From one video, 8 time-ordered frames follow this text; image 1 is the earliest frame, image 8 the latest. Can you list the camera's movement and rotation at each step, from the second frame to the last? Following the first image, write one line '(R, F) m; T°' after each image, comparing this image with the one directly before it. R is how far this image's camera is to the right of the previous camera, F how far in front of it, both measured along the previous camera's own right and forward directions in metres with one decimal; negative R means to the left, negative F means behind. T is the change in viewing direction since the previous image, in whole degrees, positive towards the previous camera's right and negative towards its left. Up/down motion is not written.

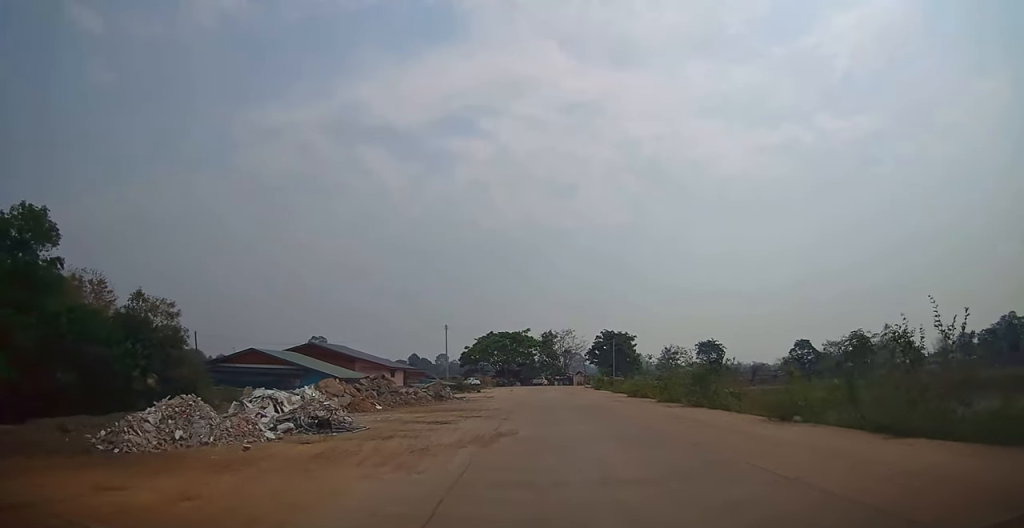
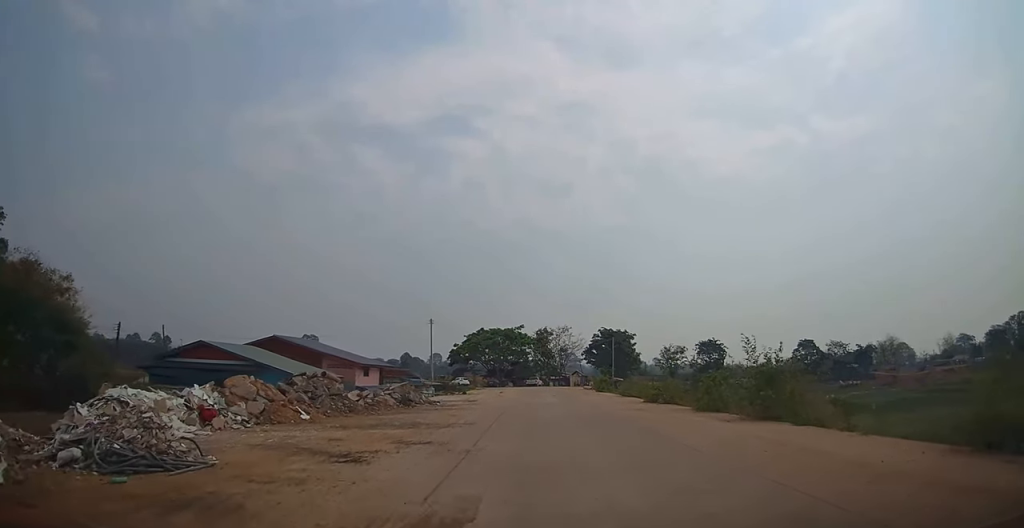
(+0.1, +8.0) m; +2°
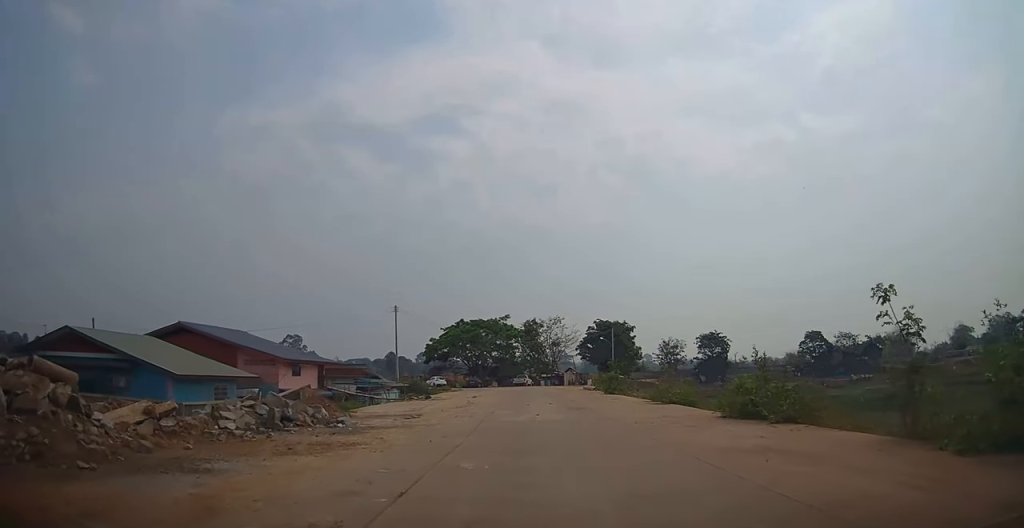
(+0.2, +14.6) m; 0°
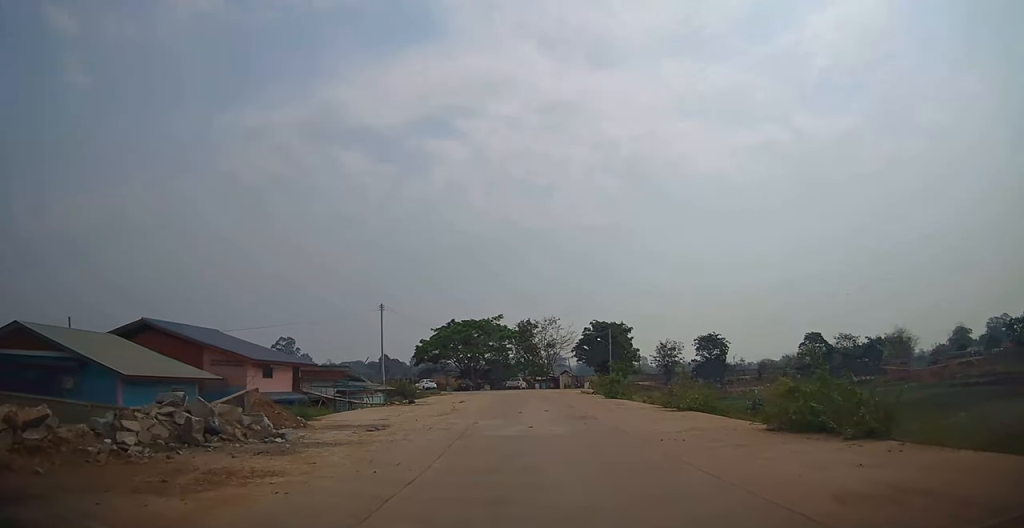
(-0.2, +3.8) m; +1°
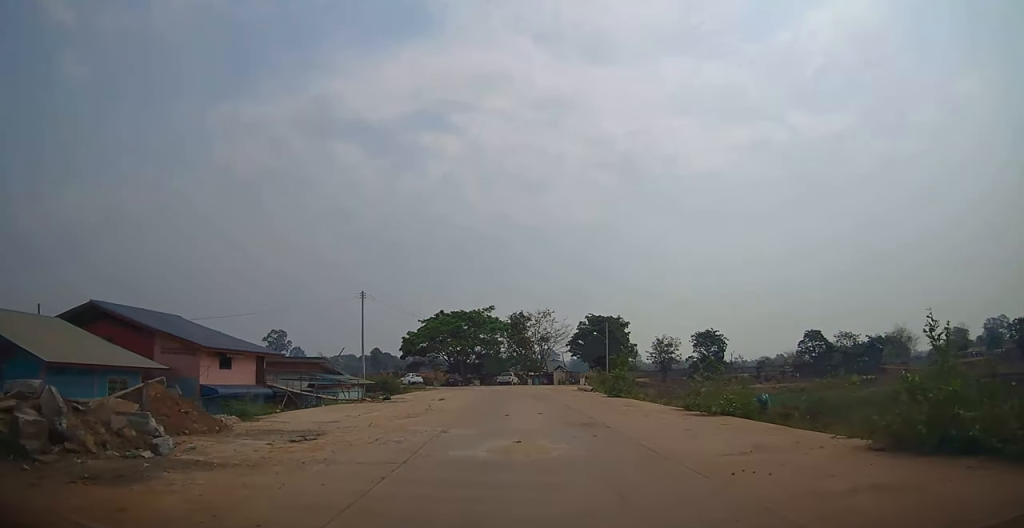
(+0.2, +4.6) m; +1°
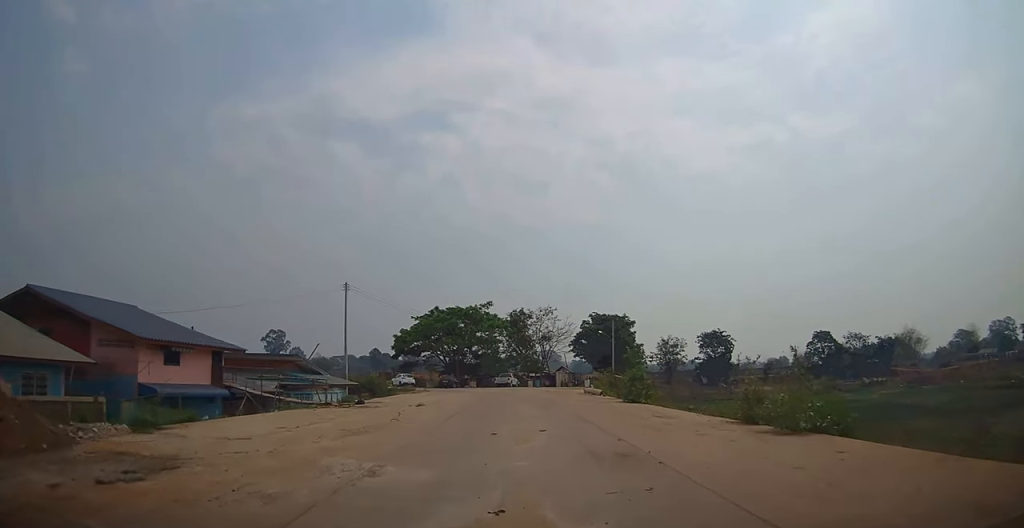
(+0.1, +5.3) m; -1°
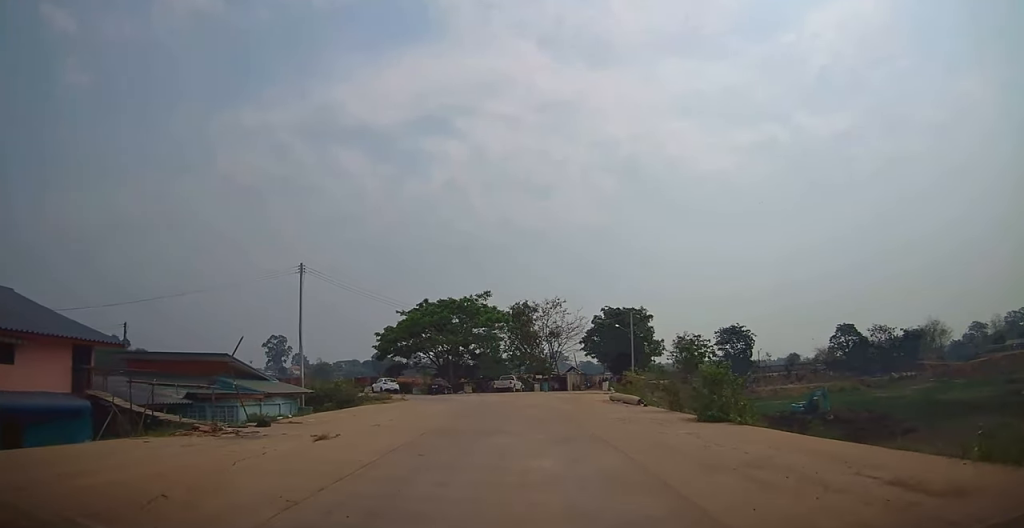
(-0.6, +10.4) m; -1°
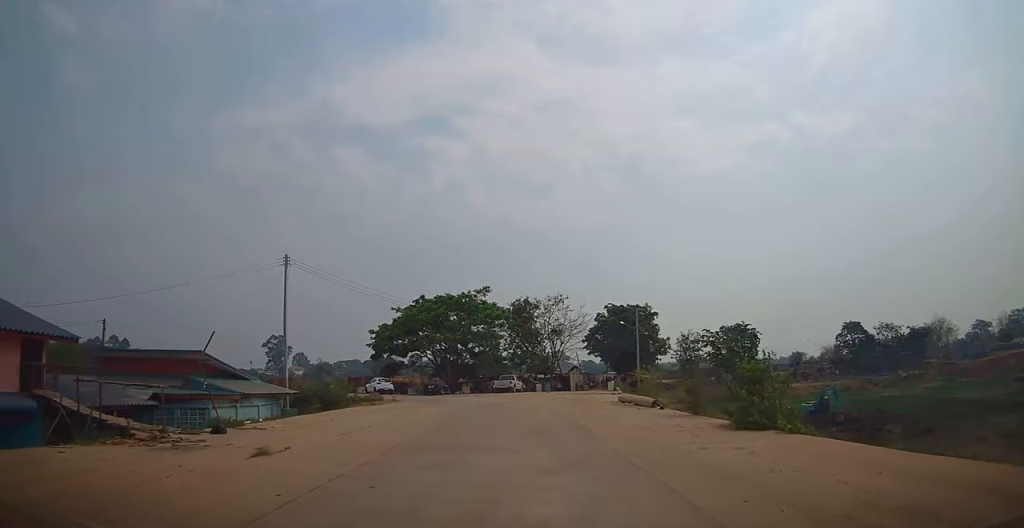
(+0.2, +2.7) m; +2°
